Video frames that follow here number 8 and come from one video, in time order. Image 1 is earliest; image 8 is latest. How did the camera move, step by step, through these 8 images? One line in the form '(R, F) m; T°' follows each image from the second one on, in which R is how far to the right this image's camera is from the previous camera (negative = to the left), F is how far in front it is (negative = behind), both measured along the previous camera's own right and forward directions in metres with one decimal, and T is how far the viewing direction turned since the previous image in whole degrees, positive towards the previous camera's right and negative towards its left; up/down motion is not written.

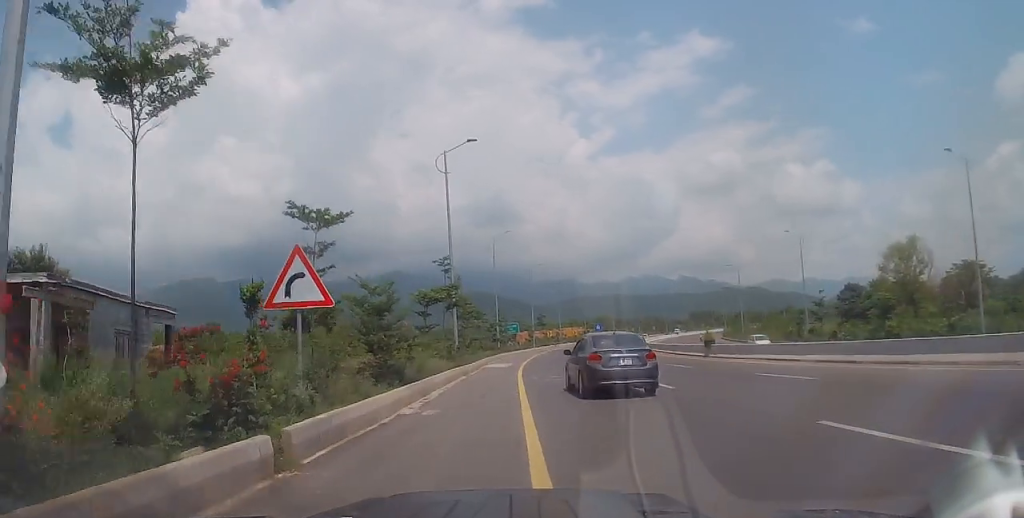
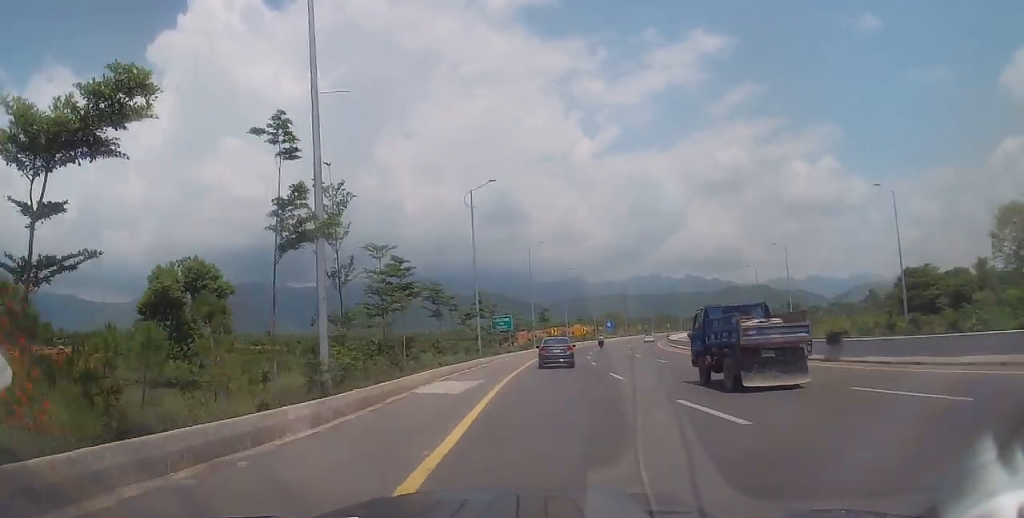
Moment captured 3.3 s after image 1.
(0.0, +19.4) m; 0°
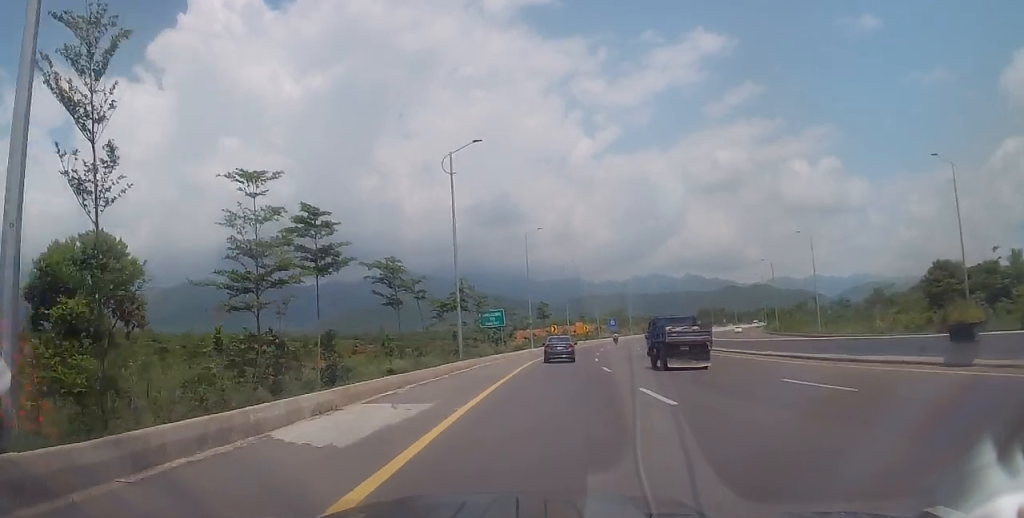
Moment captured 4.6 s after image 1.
(0.0, +8.6) m; -3°
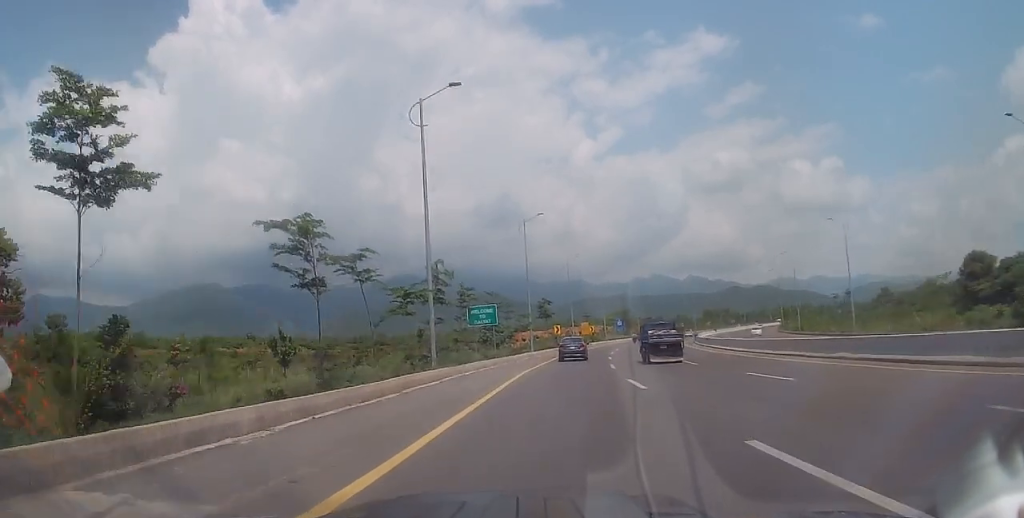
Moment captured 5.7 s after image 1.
(-0.4, +8.2) m; 0°
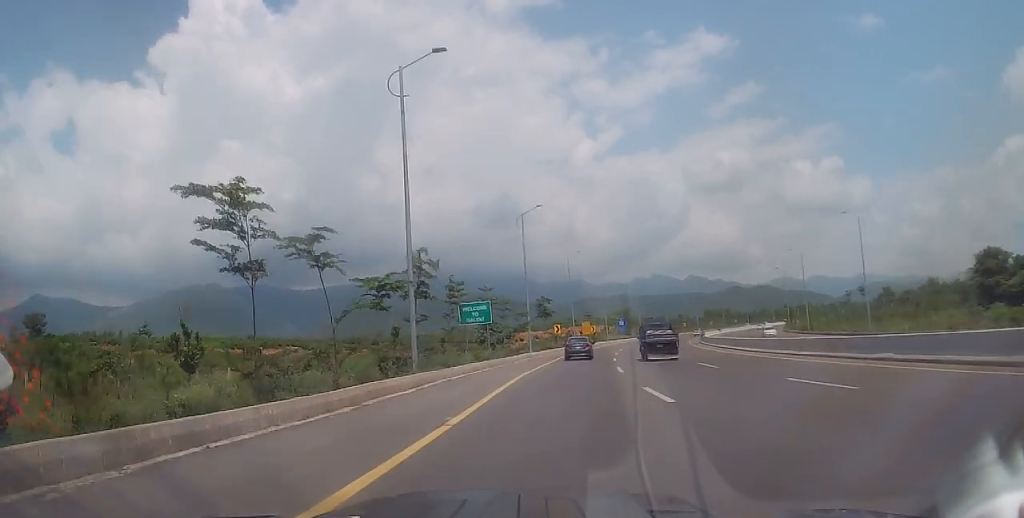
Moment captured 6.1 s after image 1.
(+0.1, +3.4) m; +1°
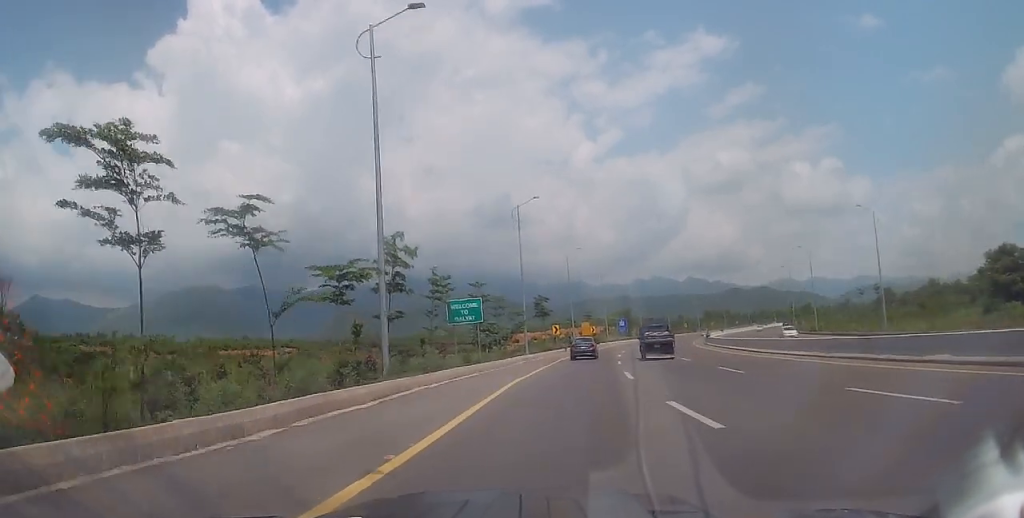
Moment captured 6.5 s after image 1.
(+0.1, +3.5) m; +1°
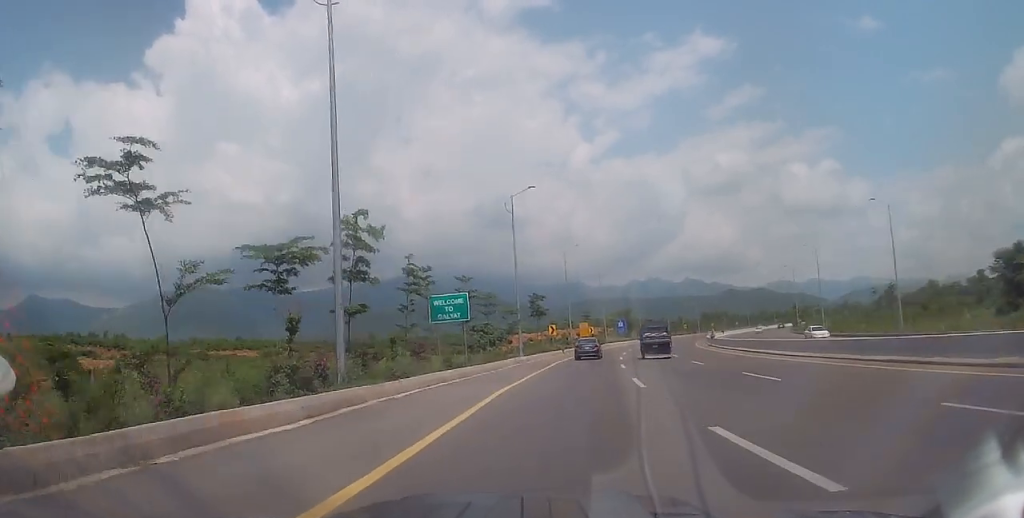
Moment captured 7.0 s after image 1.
(0.0, +3.6) m; +1°
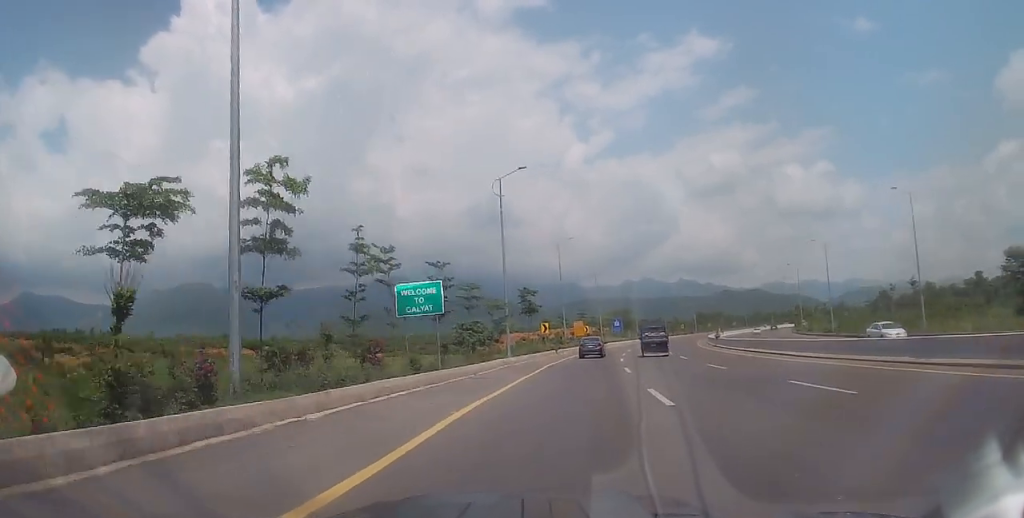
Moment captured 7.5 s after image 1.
(0.0, +4.9) m; 0°
